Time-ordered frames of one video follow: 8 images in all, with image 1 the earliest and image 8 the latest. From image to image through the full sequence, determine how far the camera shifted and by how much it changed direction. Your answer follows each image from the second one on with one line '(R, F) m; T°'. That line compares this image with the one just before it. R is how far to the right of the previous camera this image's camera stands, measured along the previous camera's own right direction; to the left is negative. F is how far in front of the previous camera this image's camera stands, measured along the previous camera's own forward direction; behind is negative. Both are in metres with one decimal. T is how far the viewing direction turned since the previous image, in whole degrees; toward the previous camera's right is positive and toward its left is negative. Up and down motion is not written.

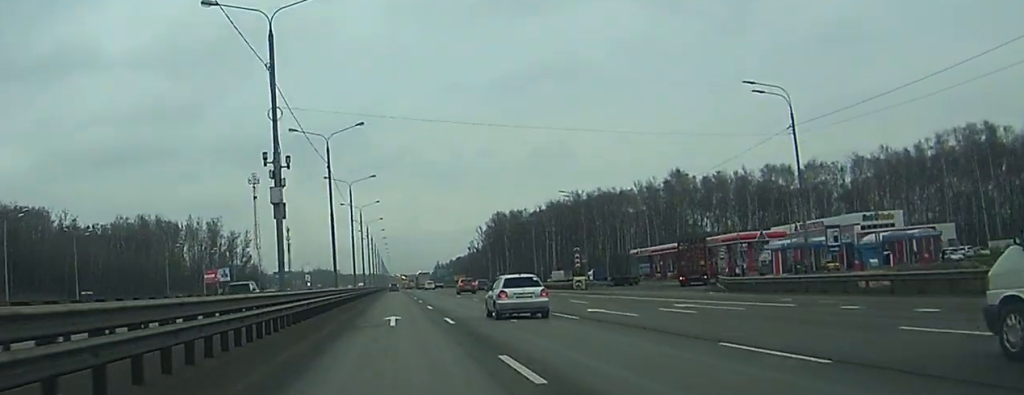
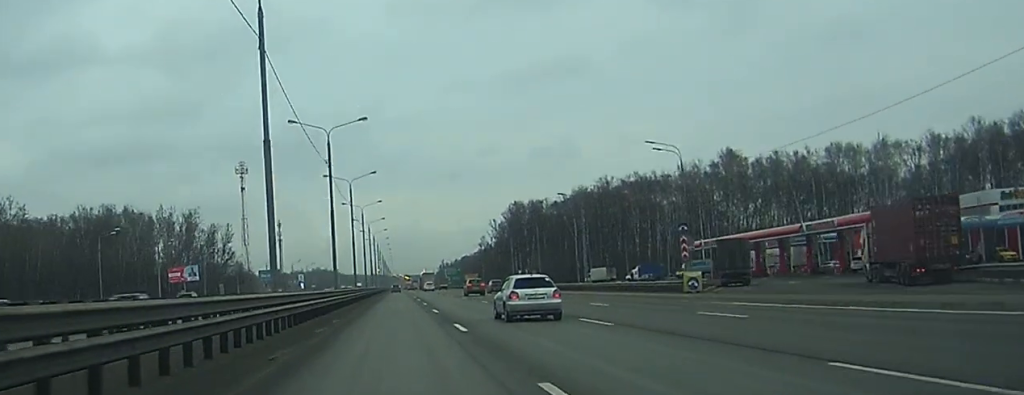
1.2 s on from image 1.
(0.0, +36.4) m; 0°
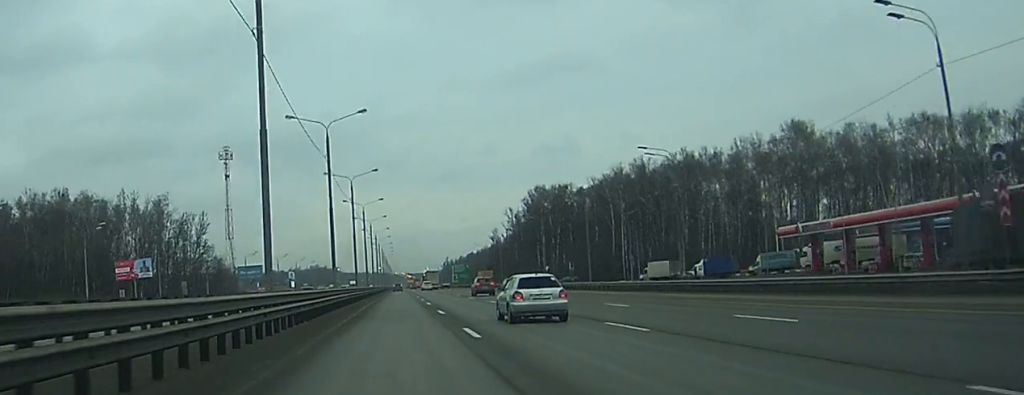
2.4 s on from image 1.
(0.0, +35.2) m; 0°
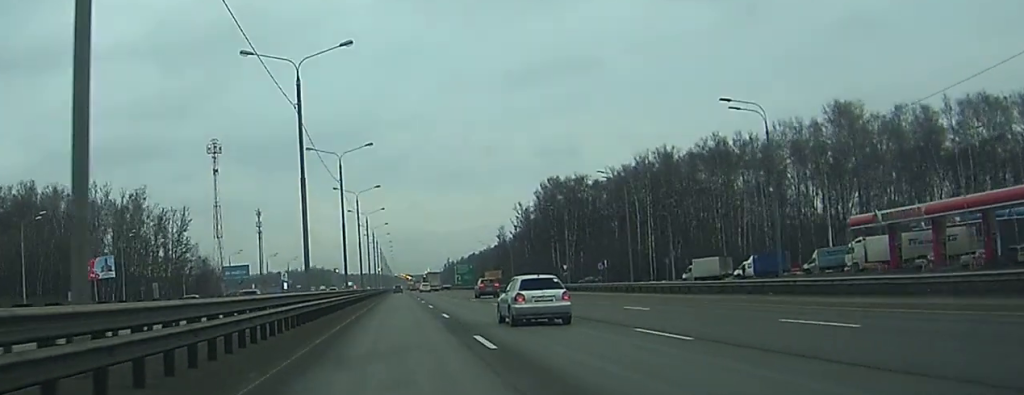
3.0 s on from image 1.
(0.0, +19.1) m; 0°
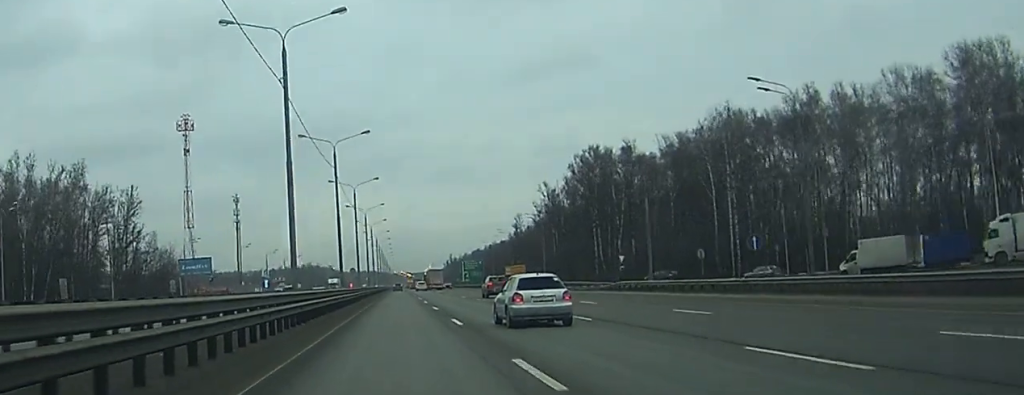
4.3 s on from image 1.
(-0.2, +39.0) m; 0°
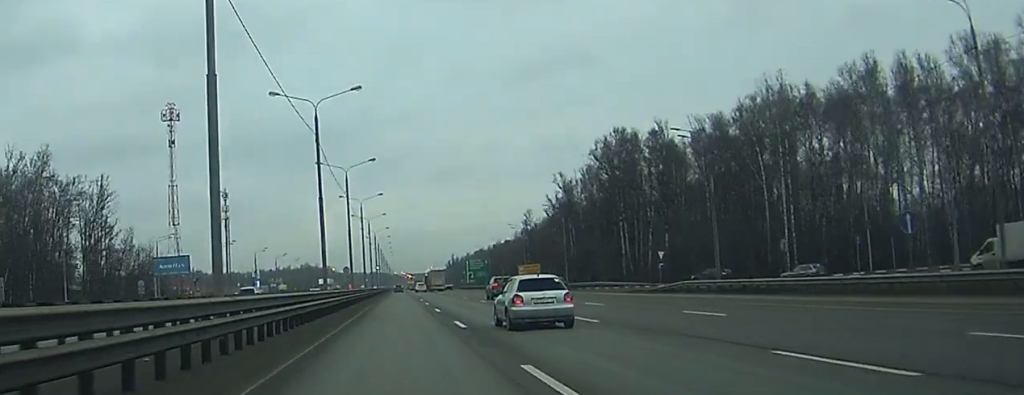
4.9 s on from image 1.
(0.0, +17.0) m; 0°
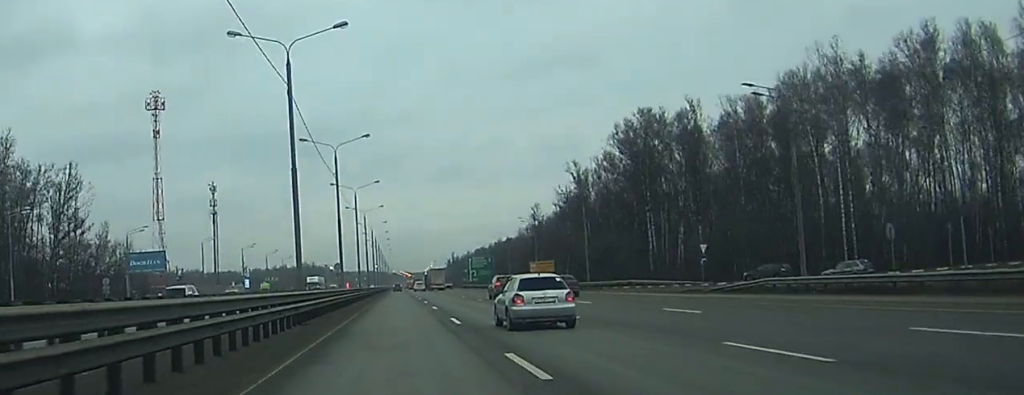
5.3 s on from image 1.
(0.0, +14.0) m; 0°
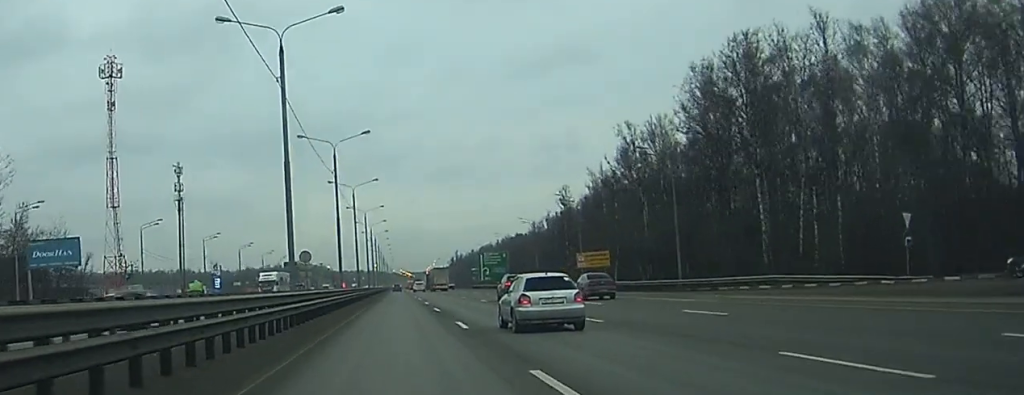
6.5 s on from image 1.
(0.0, +35.0) m; 0°
